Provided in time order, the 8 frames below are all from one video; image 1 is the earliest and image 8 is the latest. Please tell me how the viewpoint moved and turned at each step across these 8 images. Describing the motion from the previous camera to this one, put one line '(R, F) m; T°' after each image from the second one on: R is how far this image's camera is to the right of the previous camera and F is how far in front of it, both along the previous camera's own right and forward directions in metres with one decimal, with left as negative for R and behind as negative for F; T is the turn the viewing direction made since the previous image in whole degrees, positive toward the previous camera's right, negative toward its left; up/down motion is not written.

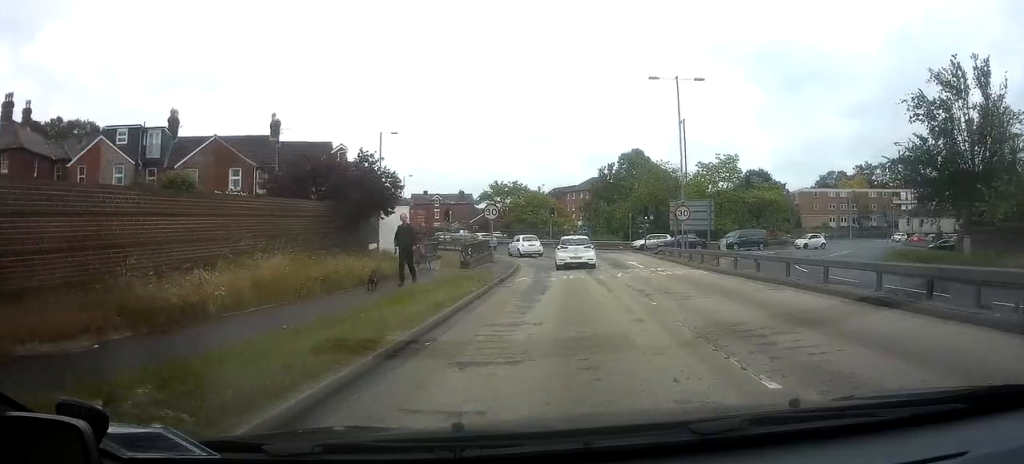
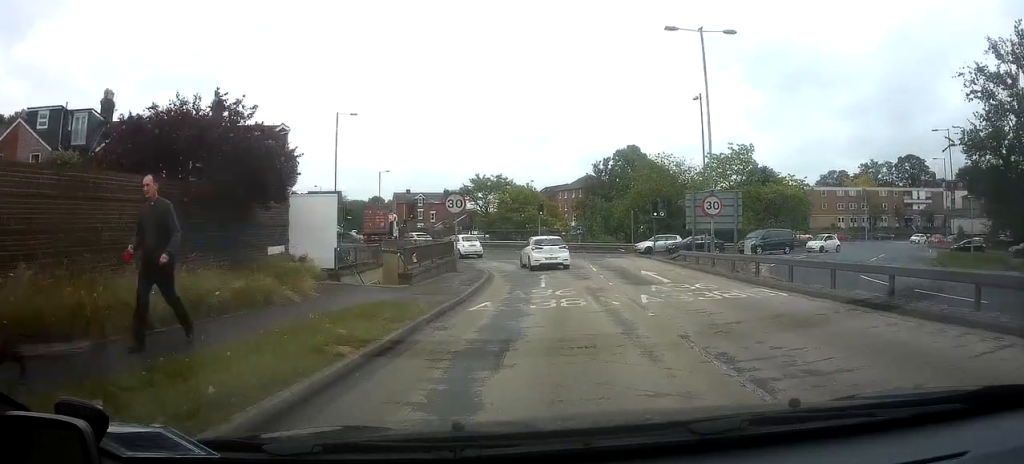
(-0.2, +8.3) m; -2°
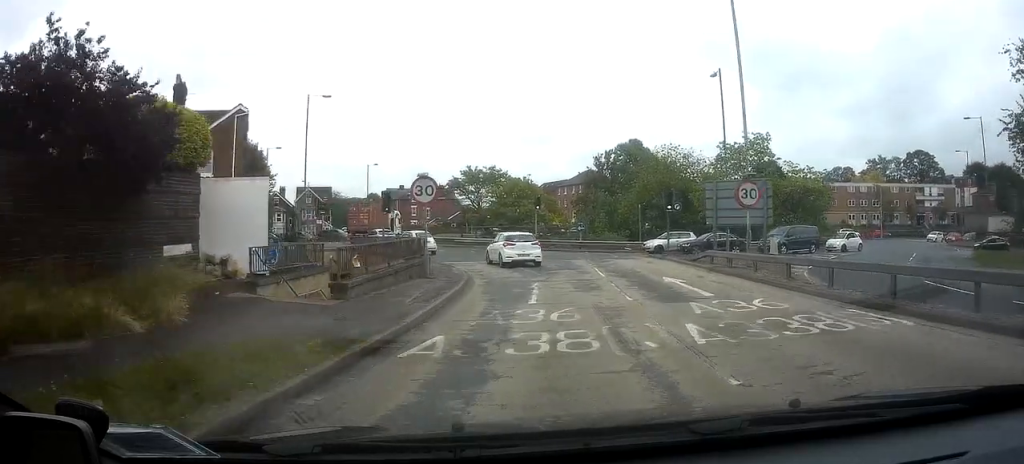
(0.0, +4.8) m; 0°
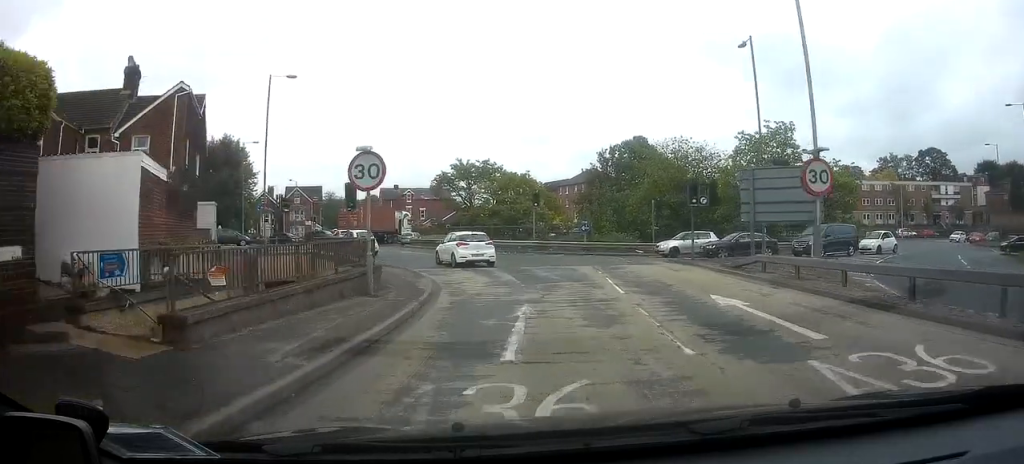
(0.0, +5.6) m; 0°
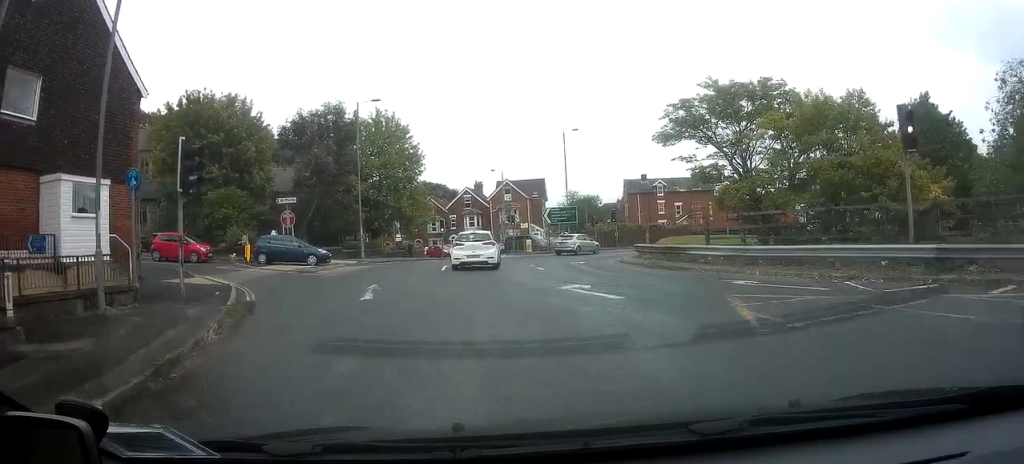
(-1.5, +25.4) m; -12°
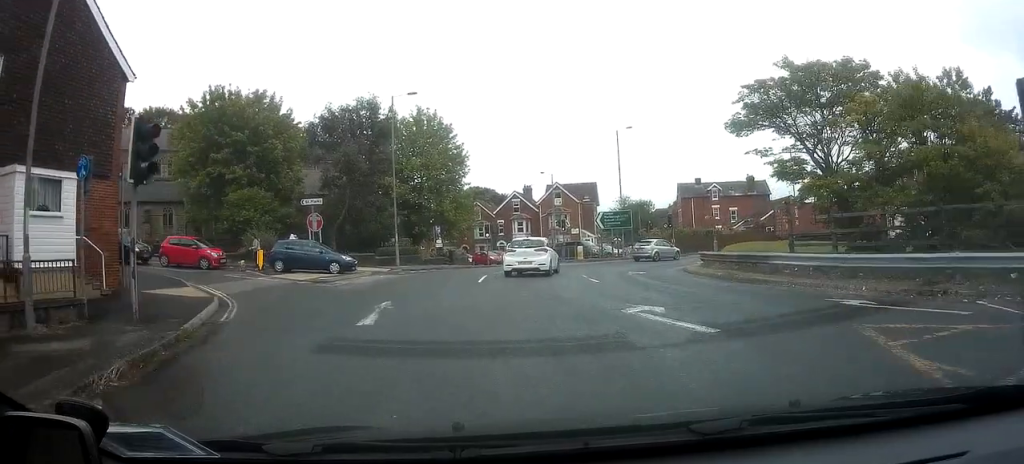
(+0.1, +3.4) m; -5°
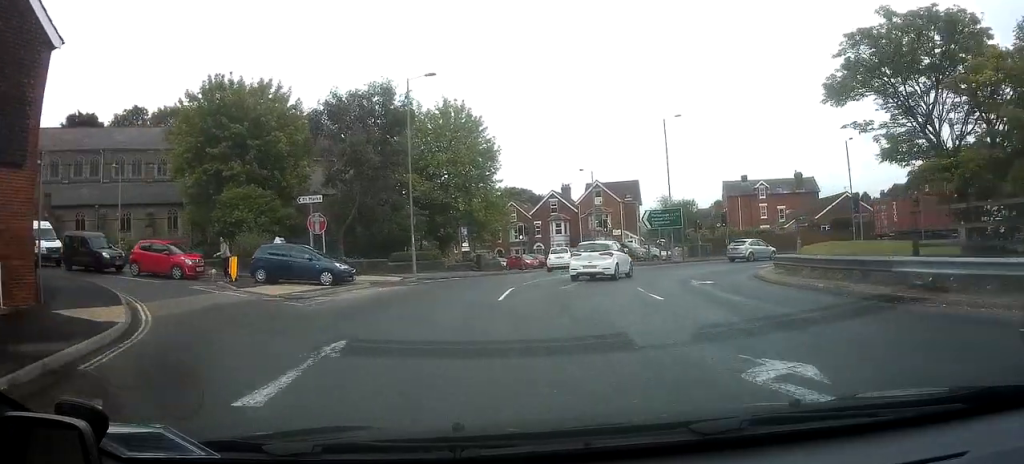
(-0.4, +4.9) m; -8°
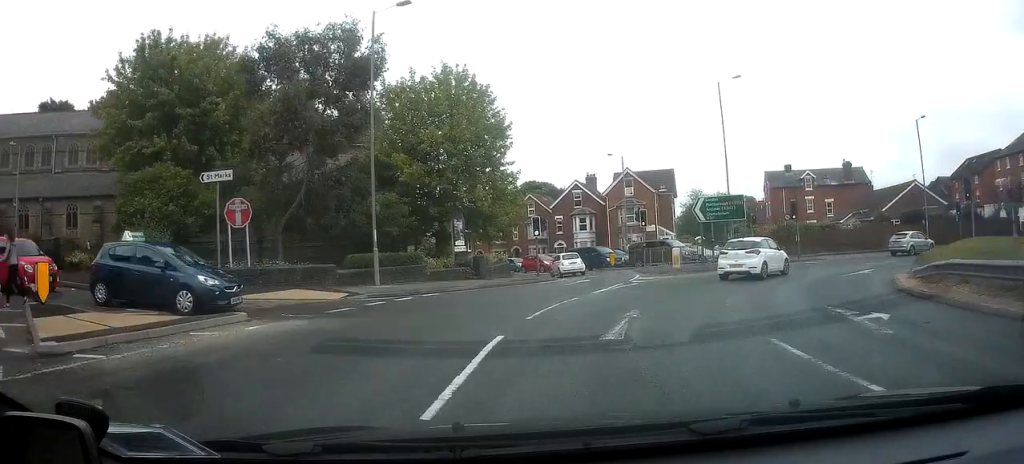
(-1.3, +9.0) m; -10°
